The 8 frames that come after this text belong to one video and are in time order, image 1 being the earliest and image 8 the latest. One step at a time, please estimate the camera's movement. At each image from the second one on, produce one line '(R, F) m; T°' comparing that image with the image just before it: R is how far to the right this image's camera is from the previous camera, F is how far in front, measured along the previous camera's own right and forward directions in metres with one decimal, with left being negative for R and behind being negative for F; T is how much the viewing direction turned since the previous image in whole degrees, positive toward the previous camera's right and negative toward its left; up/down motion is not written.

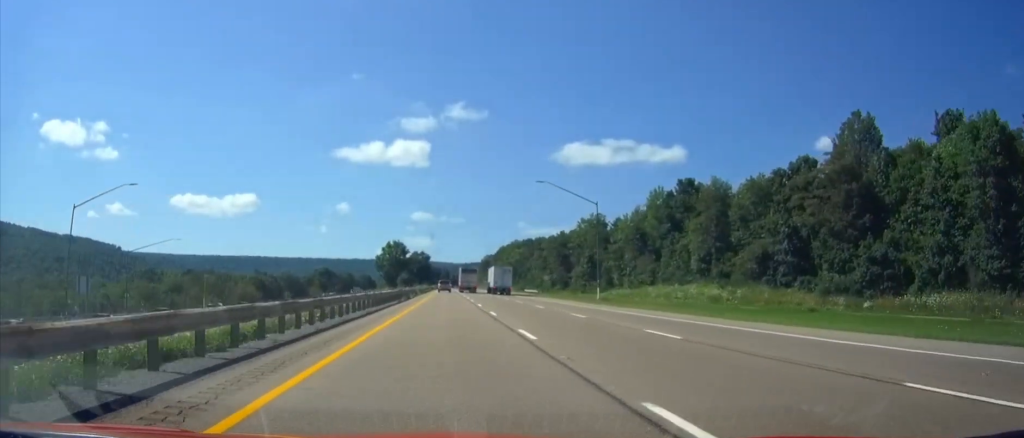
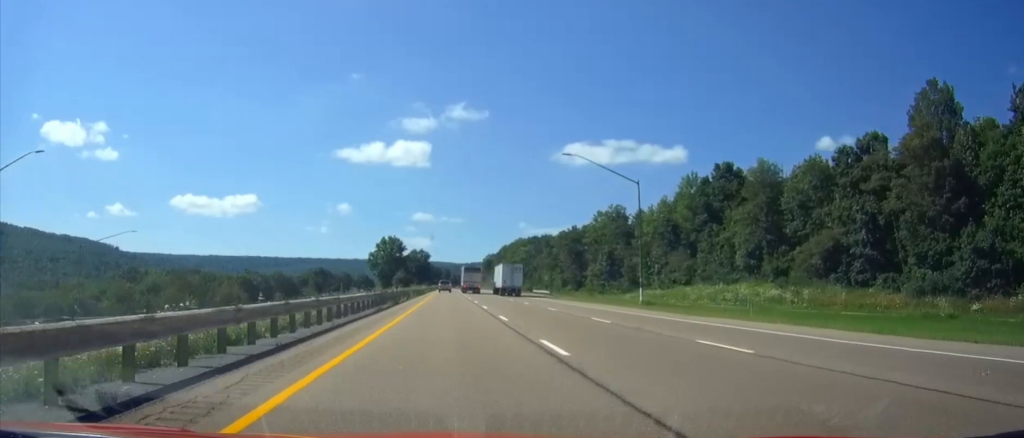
(0.0, +16.2) m; 0°
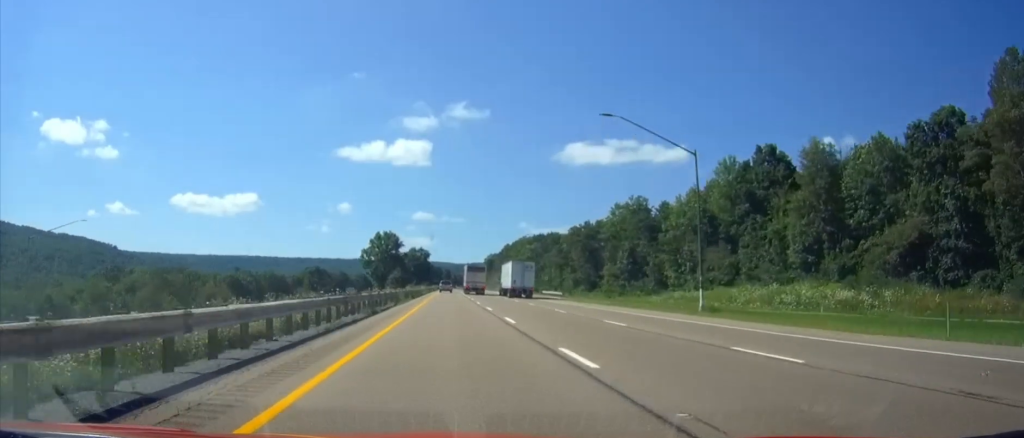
(0.0, +14.0) m; 0°
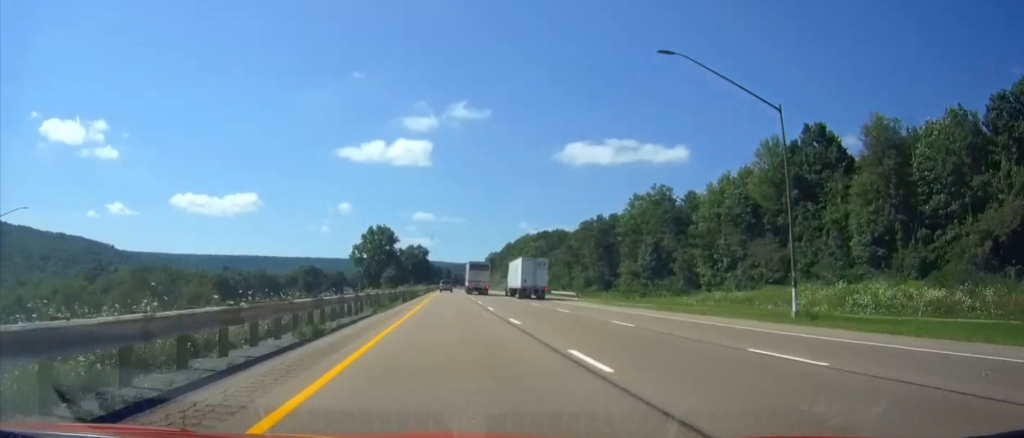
(0.0, +12.9) m; 0°
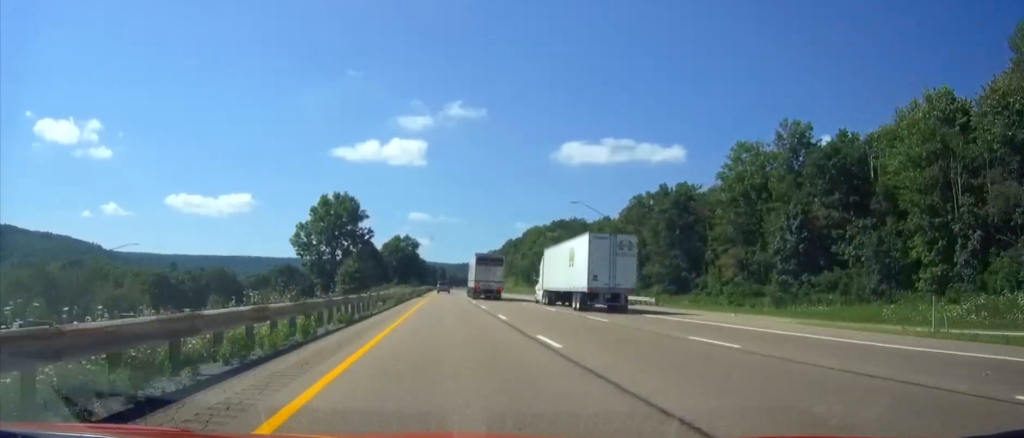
(+0.2, +44.0) m; 0°
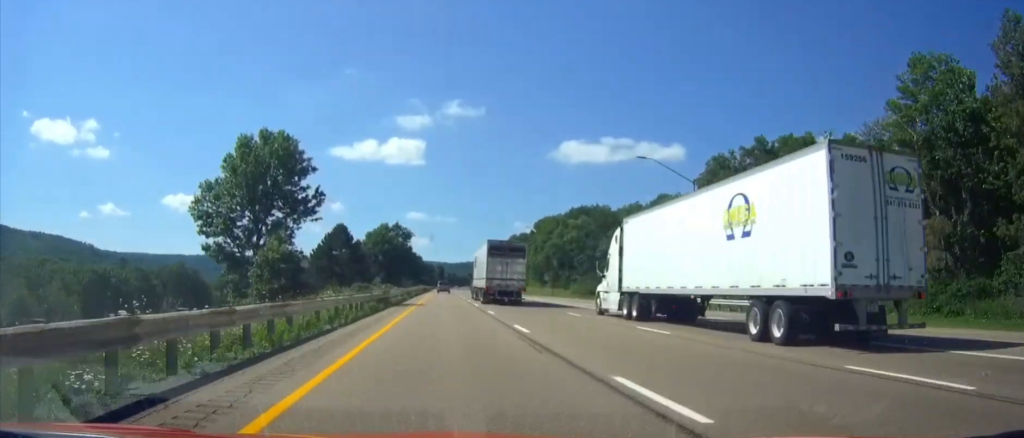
(0.0, +32.2) m; 0°
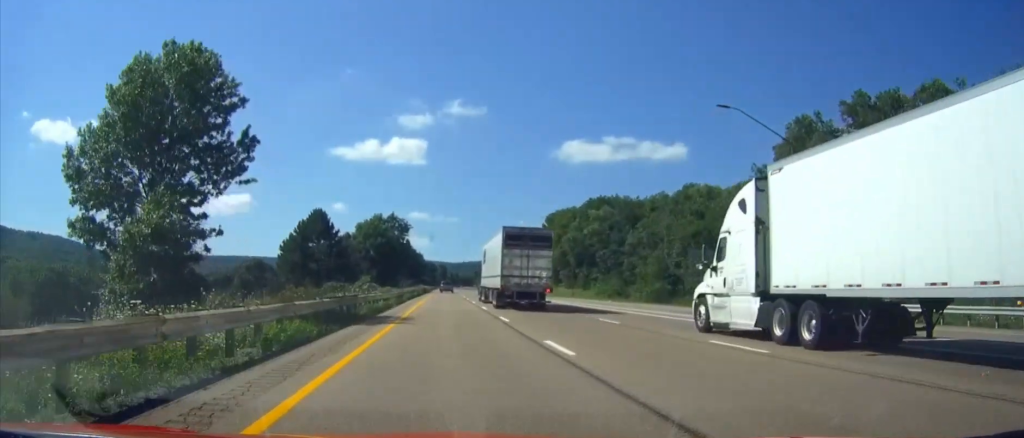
(0.0, +18.2) m; 0°
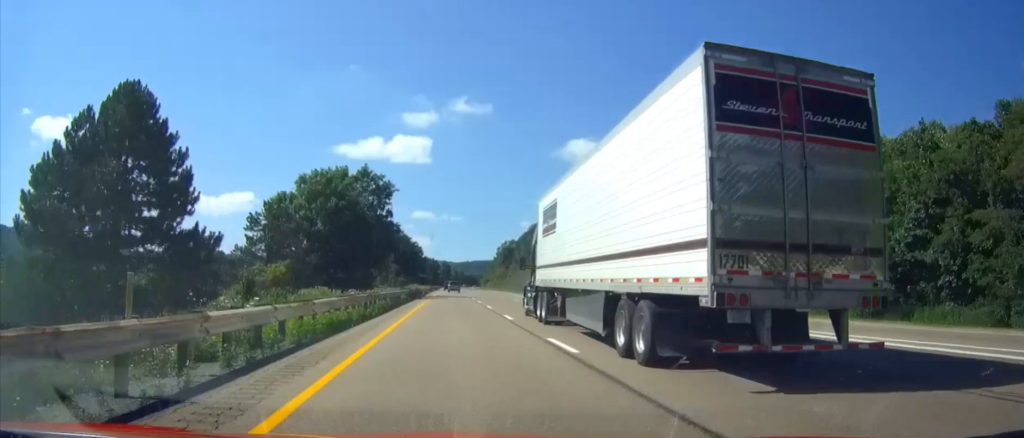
(0.0, +48.4) m; 0°
